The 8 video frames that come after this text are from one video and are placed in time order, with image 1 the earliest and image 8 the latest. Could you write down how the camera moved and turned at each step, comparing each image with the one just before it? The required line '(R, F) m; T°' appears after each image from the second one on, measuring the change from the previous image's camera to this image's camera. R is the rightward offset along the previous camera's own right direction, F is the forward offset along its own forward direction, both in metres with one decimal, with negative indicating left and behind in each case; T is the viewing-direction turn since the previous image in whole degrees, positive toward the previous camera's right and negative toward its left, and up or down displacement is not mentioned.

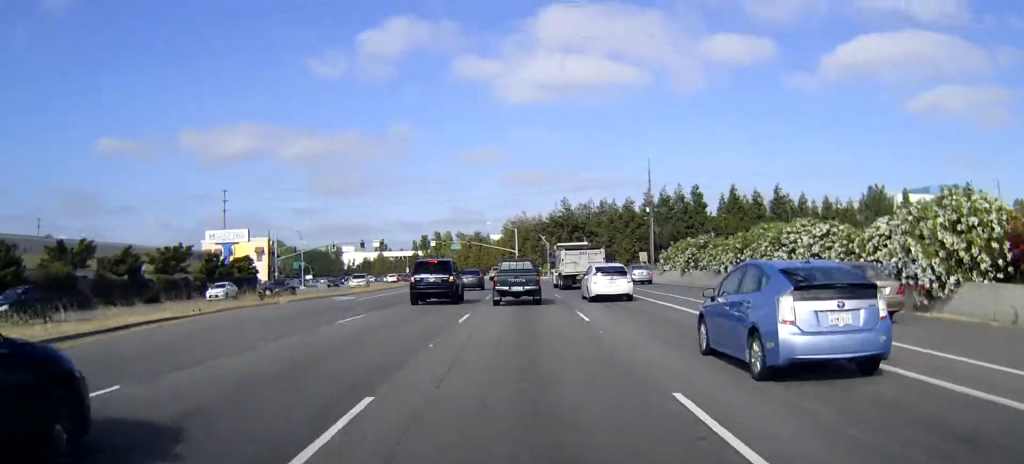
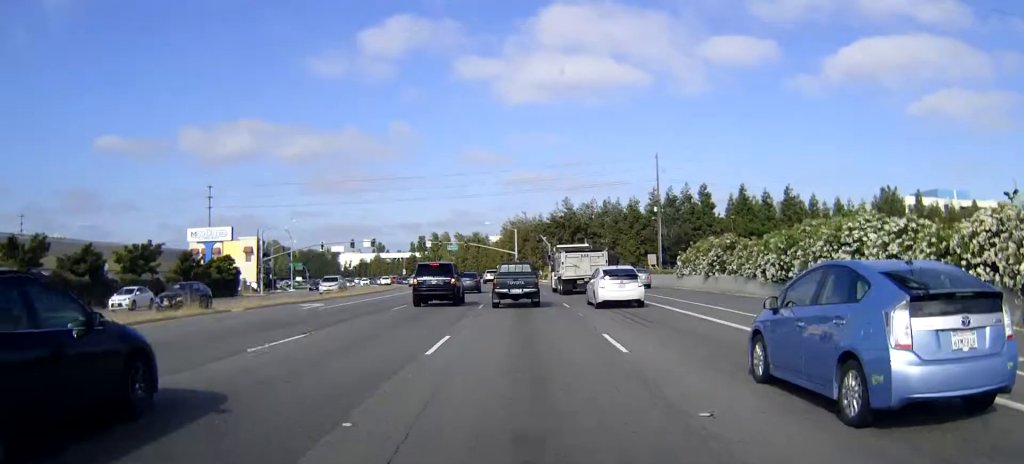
(0.0, +6.5) m; 0°
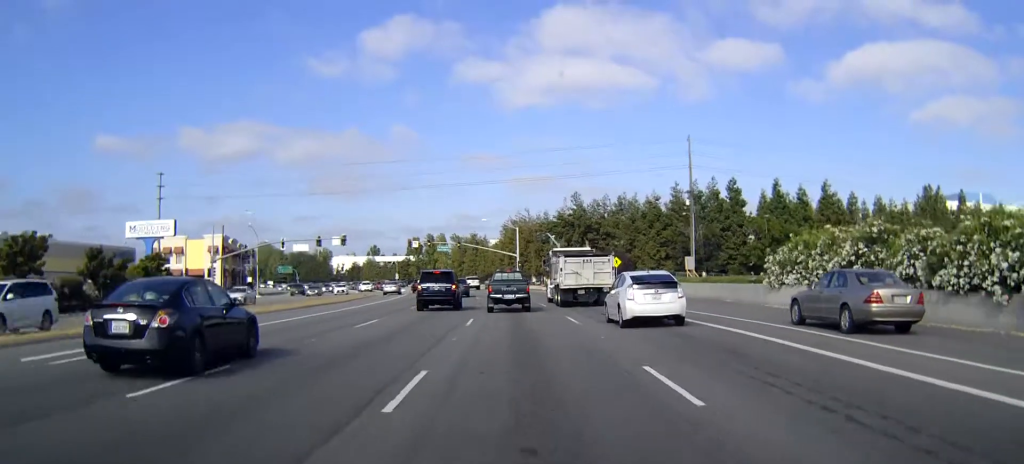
(-0.1, +19.0) m; -1°
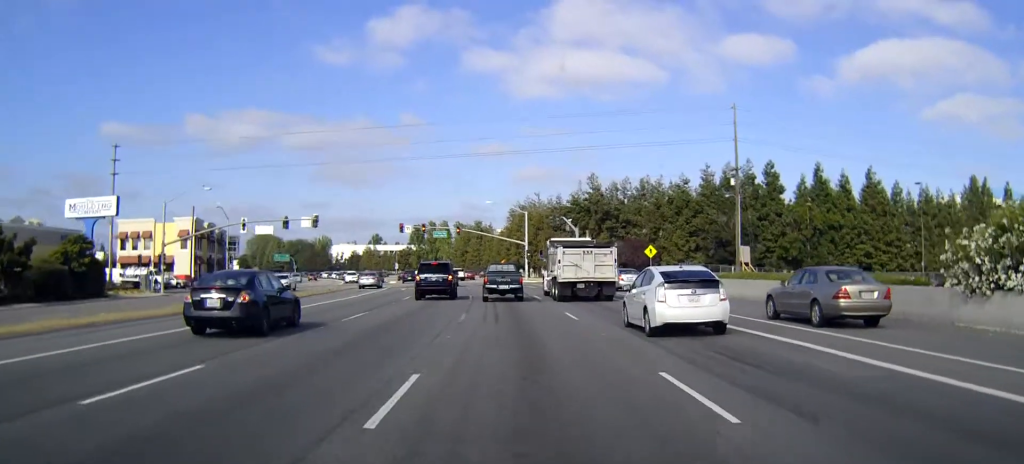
(0.0, +15.1) m; 0°
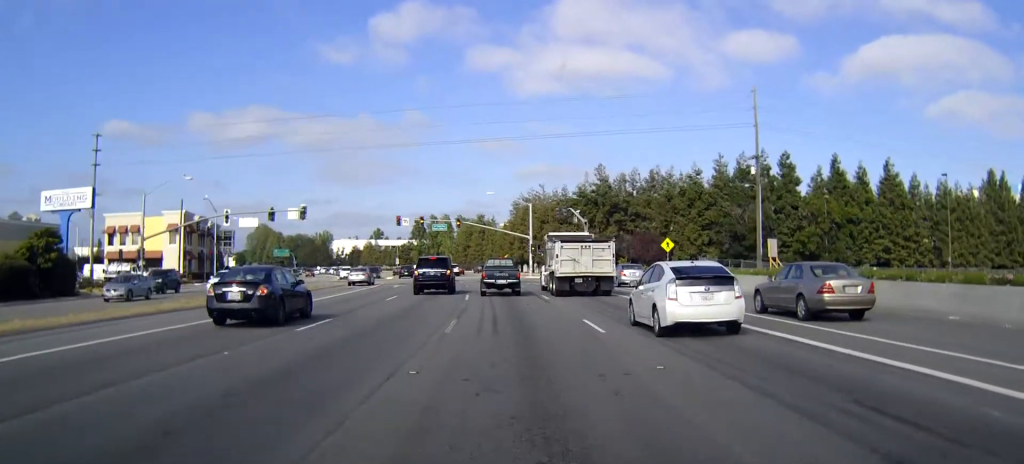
(0.0, +5.3) m; 0°
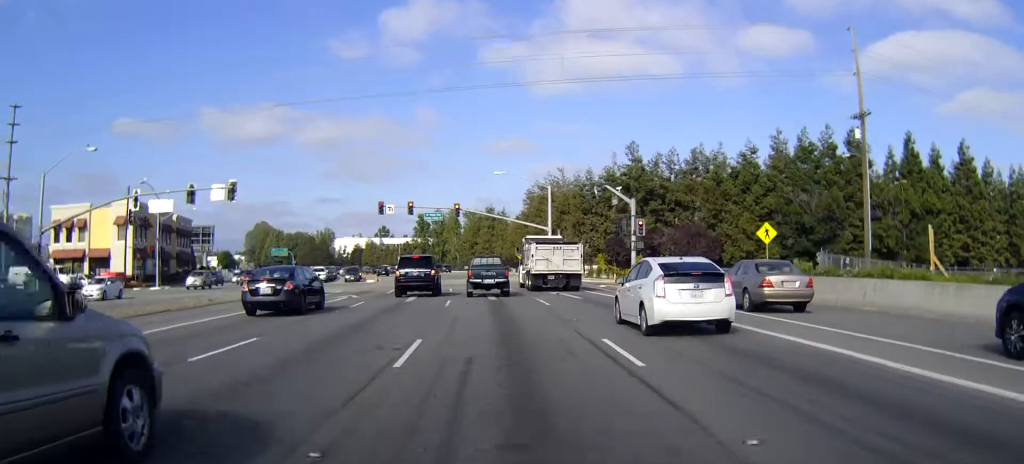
(-0.3, +19.3) m; -2°
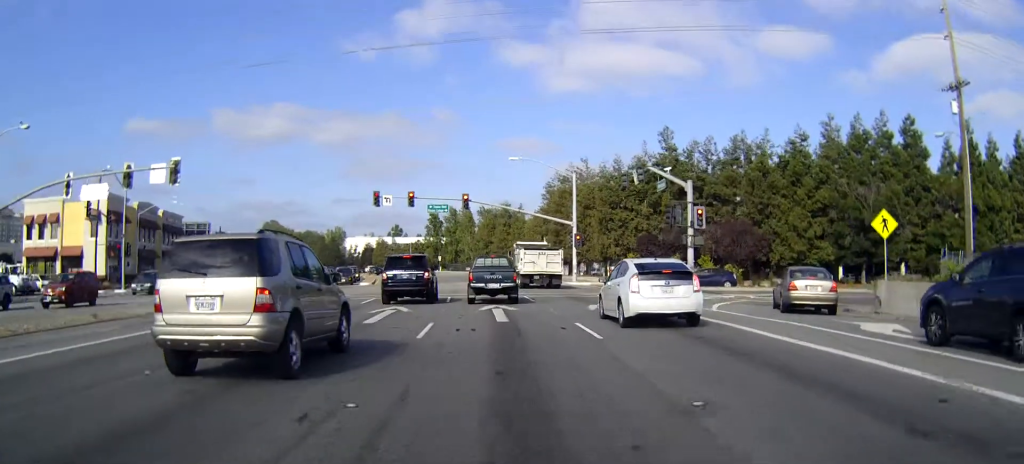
(0.0, +10.4) m; 0°
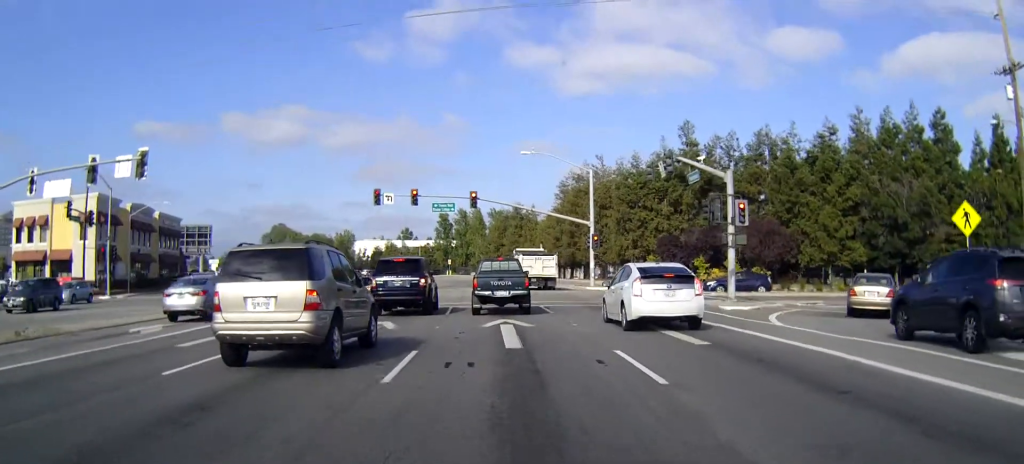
(0.0, +4.7) m; -1°
